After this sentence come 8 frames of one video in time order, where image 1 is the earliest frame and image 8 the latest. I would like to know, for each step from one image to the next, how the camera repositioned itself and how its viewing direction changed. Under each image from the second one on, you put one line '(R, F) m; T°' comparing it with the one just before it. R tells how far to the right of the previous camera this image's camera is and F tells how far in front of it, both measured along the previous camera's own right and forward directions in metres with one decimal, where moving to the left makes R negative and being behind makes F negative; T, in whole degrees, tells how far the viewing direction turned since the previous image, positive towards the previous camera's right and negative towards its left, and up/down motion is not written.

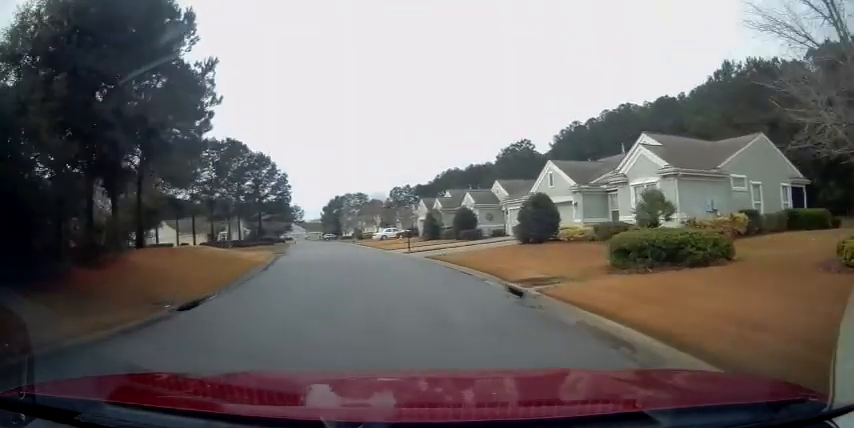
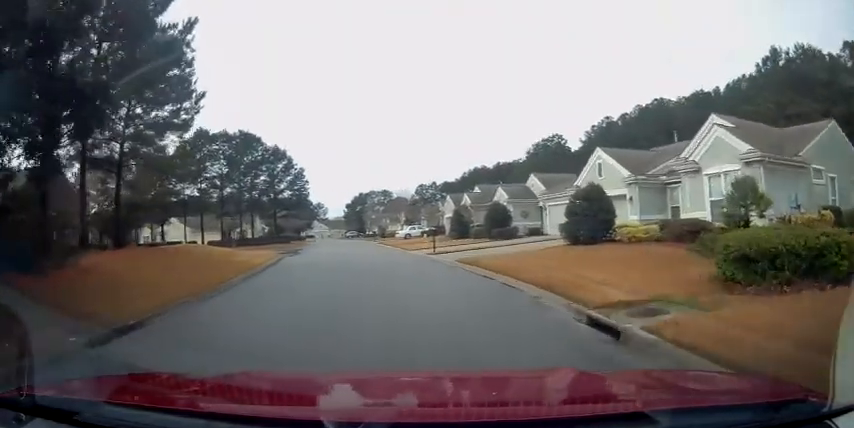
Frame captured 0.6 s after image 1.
(-0.2, +4.6) m; -4°
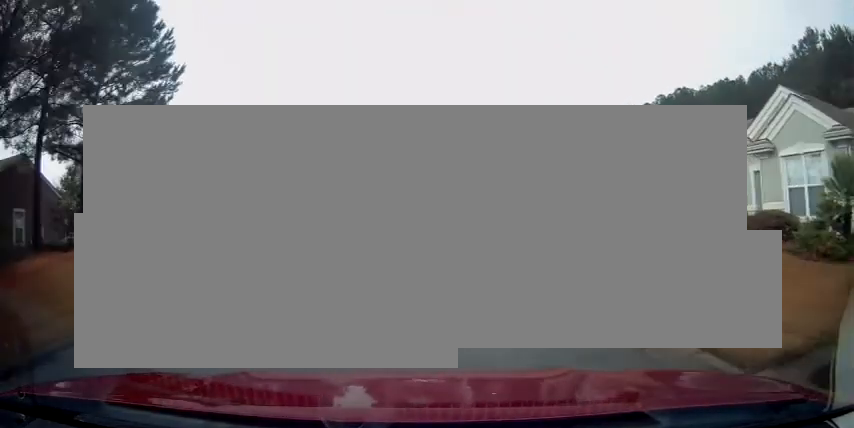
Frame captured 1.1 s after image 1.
(-0.2, +4.1) m; -3°
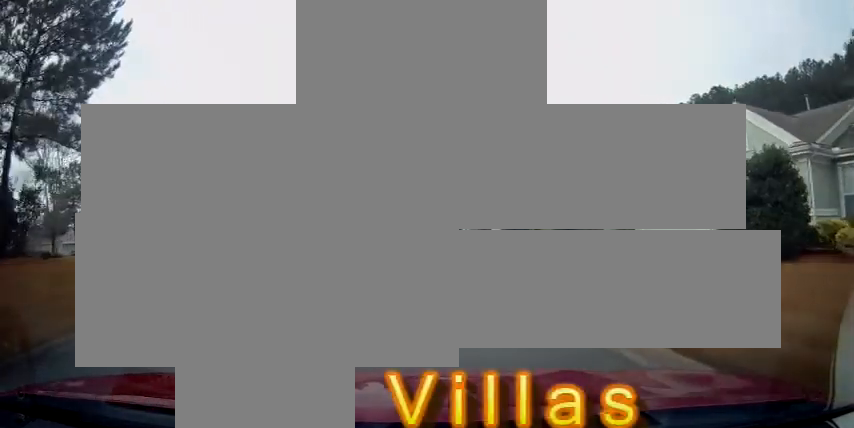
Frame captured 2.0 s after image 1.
(-0.3, +6.7) m; -4°
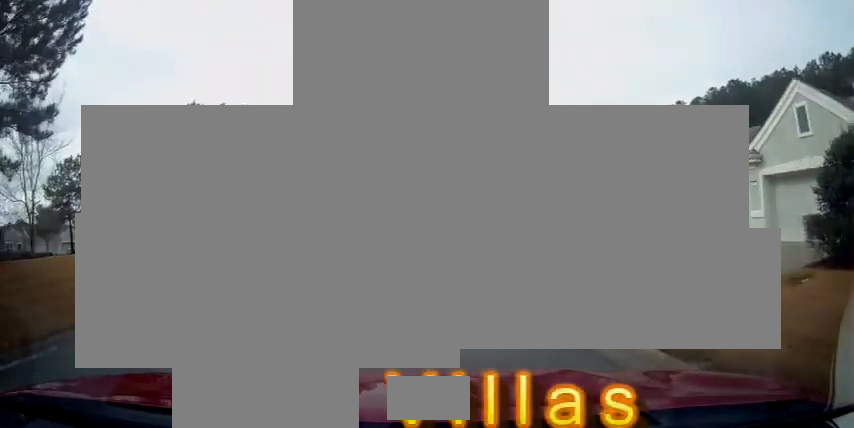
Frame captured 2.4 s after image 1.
(-0.1, +3.3) m; -1°
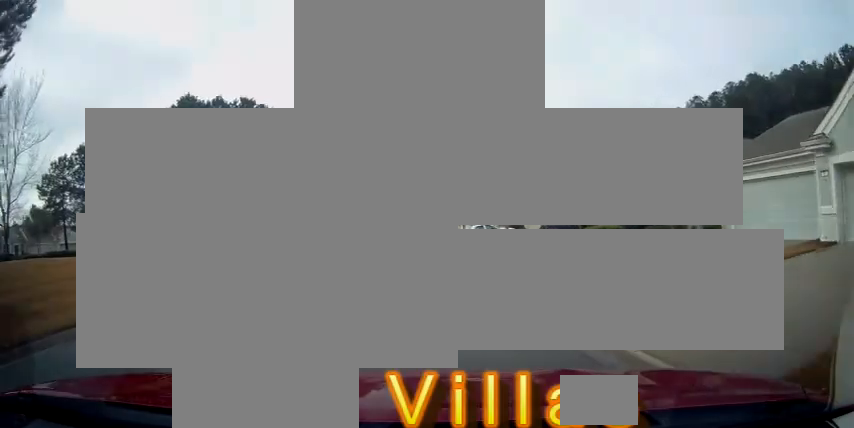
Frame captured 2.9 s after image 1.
(0.0, +3.6) m; -1°
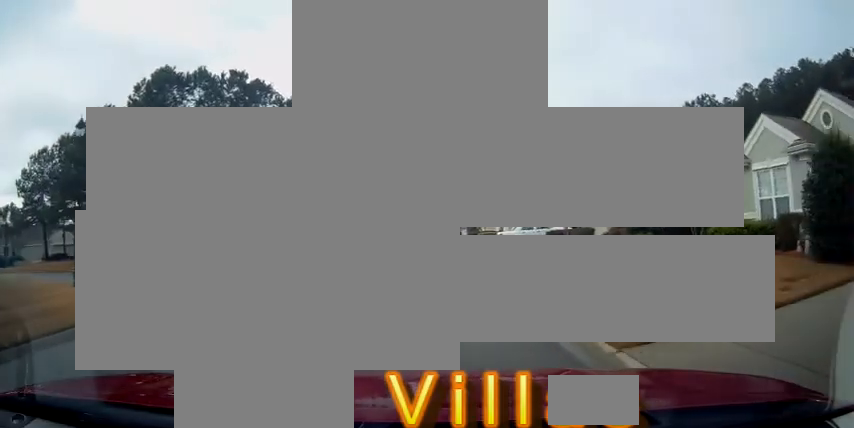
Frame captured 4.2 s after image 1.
(-0.4, +9.8) m; -4°
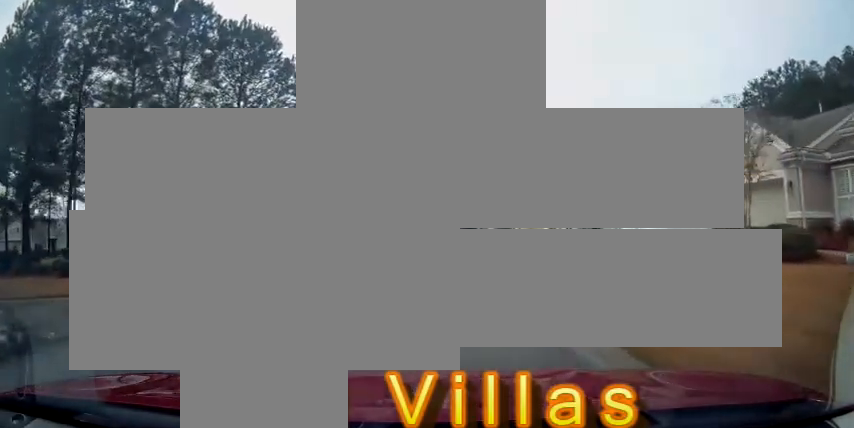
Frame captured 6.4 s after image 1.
(-0.4, +16.4) m; -2°
